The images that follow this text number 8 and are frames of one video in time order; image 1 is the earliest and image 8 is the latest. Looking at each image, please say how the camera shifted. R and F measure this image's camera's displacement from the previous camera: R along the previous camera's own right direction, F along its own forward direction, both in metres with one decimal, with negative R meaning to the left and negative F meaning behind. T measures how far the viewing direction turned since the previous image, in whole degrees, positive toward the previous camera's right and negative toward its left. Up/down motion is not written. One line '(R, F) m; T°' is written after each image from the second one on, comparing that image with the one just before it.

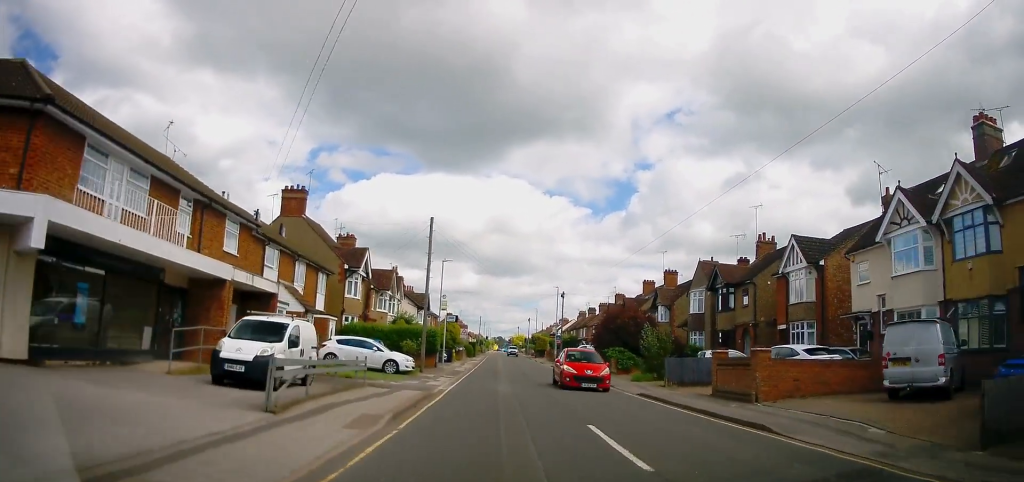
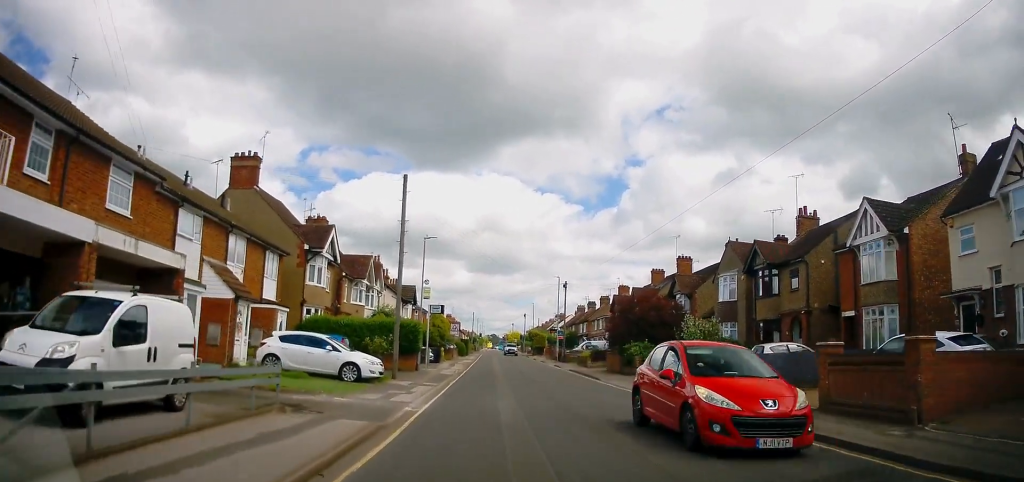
(+0.3, +7.0) m; +2°
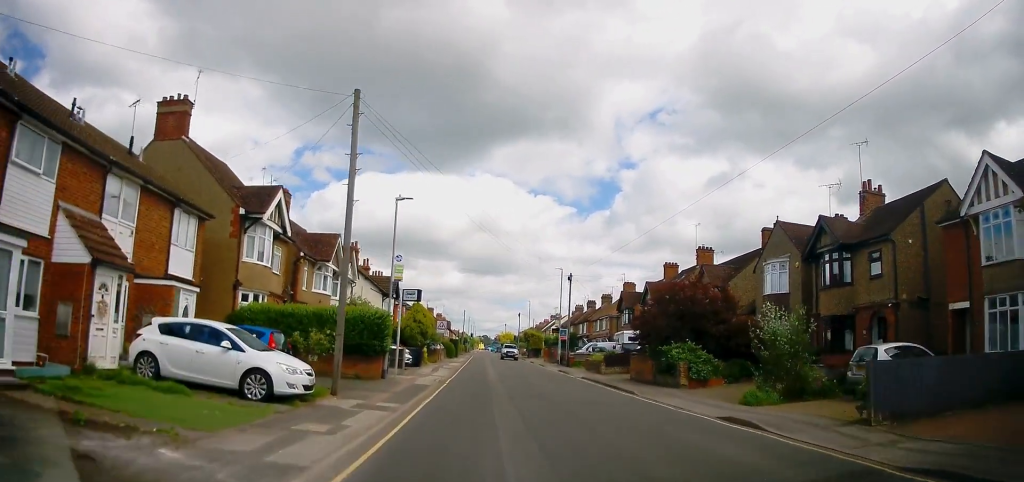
(+0.2, +7.6) m; -1°
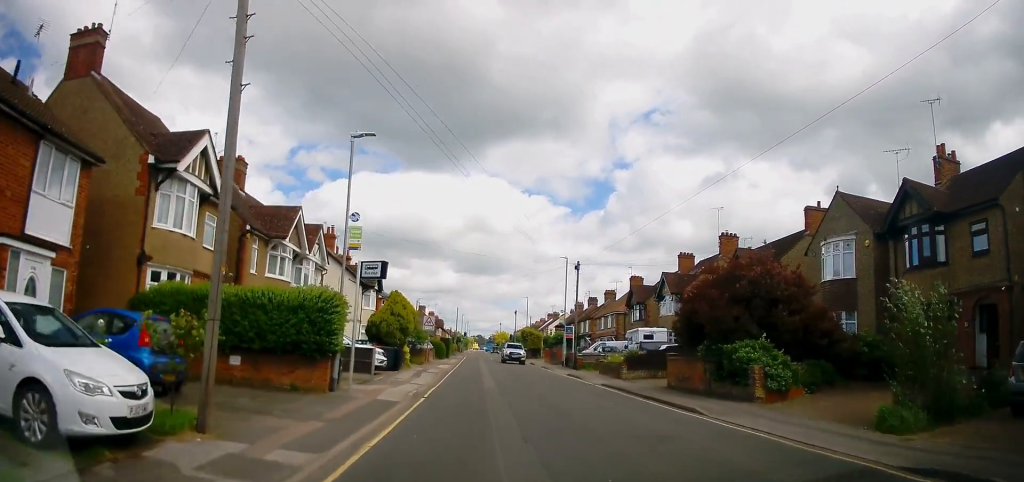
(-0.1, +6.4) m; -2°
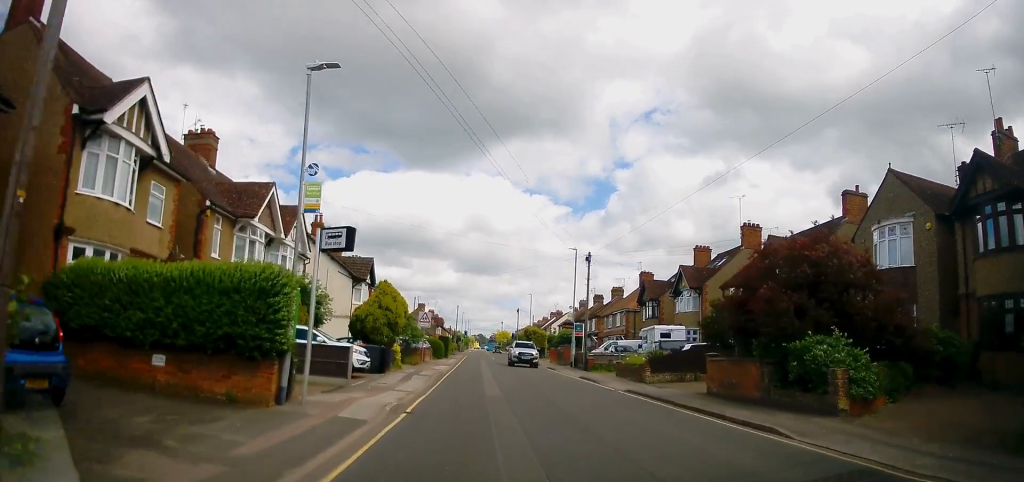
(-0.2, +3.8) m; 0°
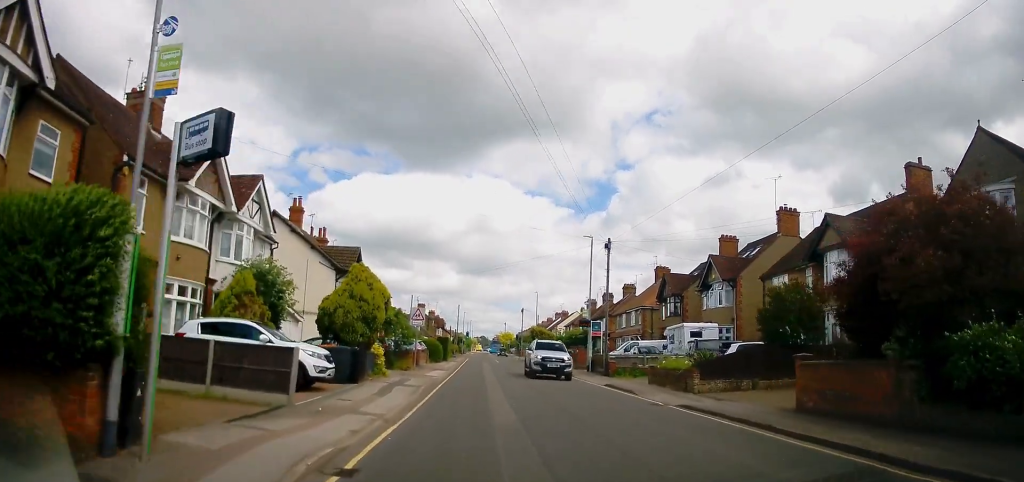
(0.0, +5.3) m; +1°
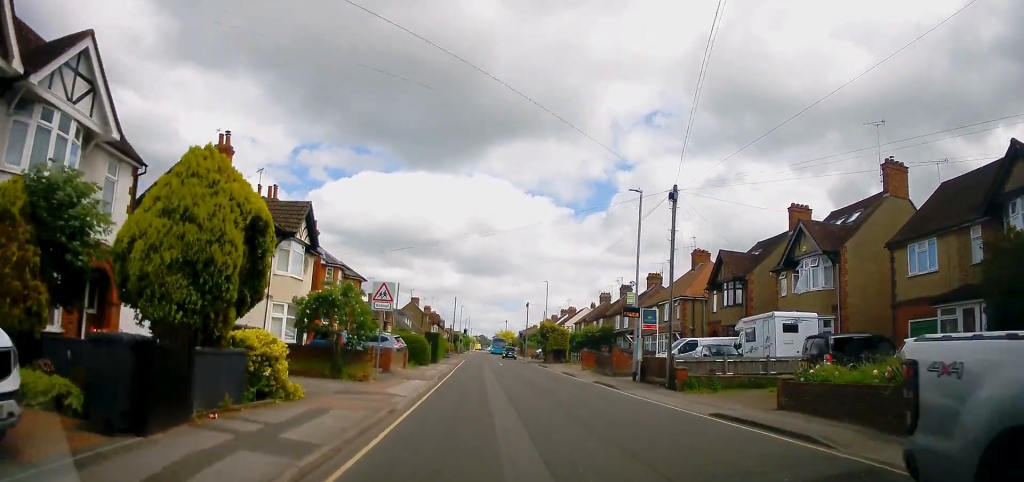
(+0.5, +11.2) m; +3°
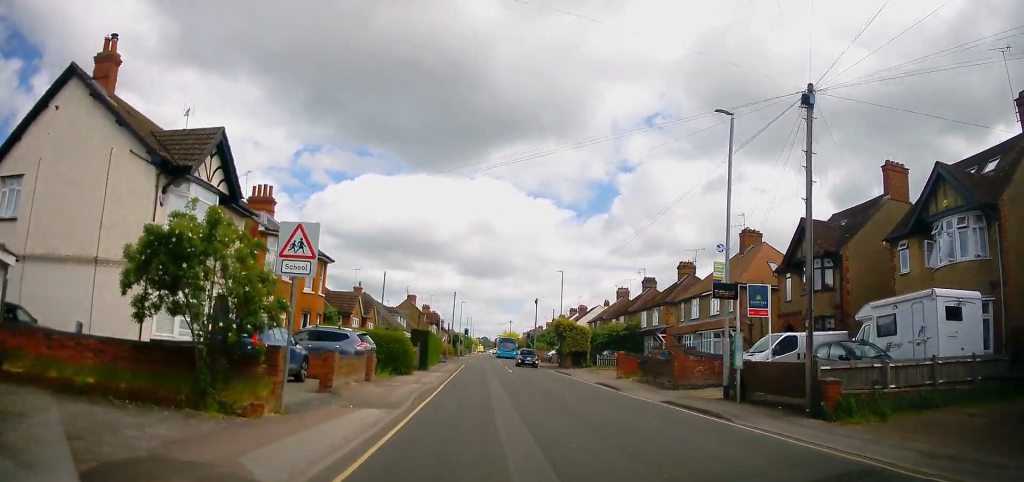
(0.0, +9.8) m; -2°
